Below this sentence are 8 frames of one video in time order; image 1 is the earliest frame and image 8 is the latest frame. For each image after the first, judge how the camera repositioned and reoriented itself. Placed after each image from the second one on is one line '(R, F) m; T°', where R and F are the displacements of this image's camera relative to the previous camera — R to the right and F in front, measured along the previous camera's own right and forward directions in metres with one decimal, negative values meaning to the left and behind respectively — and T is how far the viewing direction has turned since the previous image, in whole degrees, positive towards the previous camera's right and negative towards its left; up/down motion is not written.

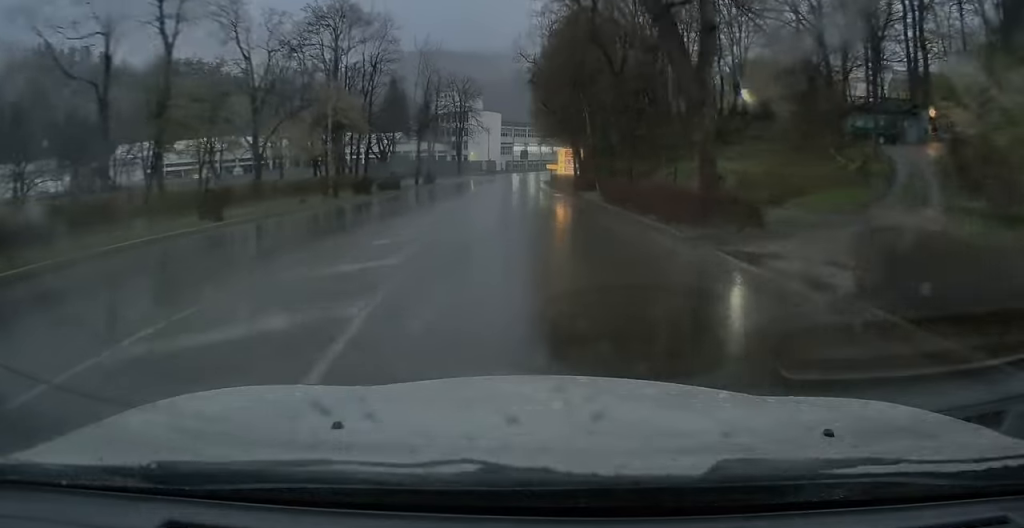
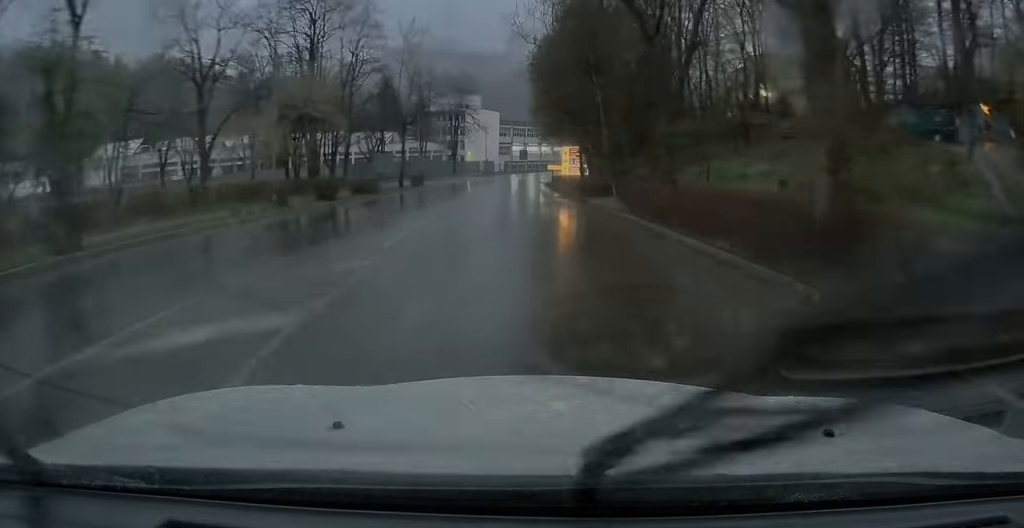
(0.0, +6.0) m; 0°
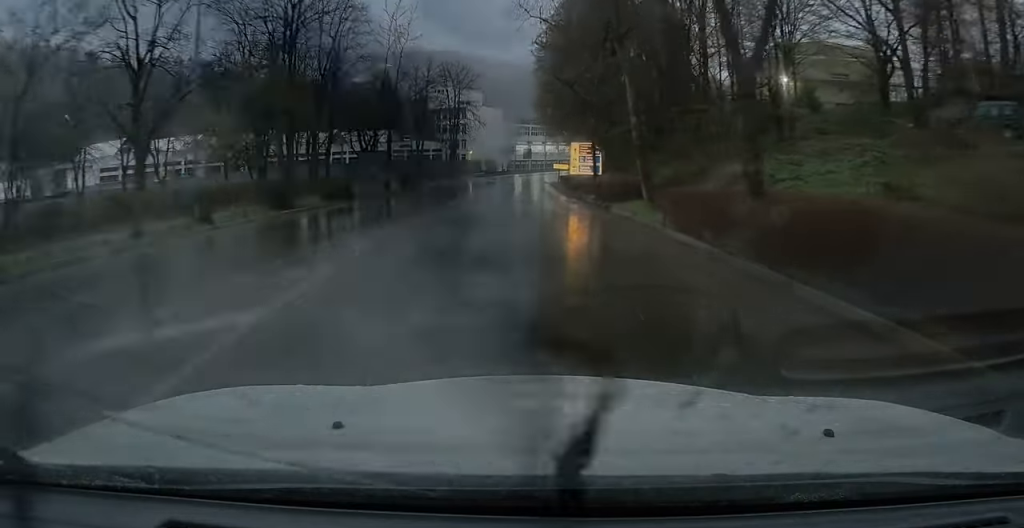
(0.0, +5.6) m; 0°
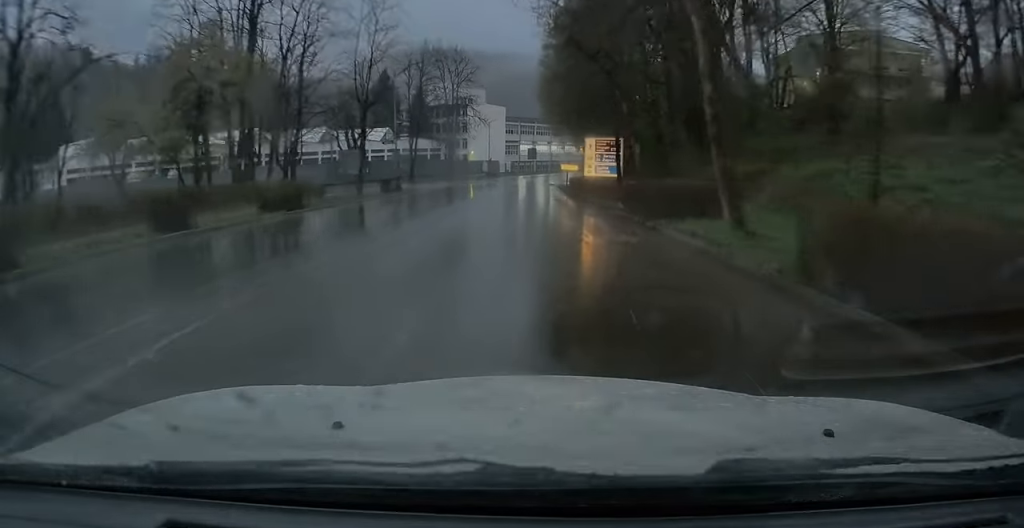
(-0.1, +7.4) m; 0°
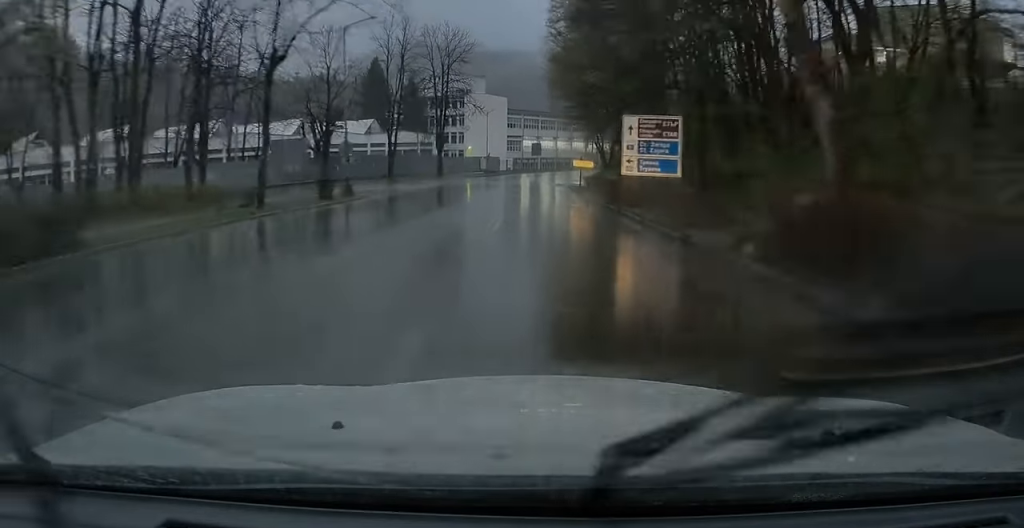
(0.0, +12.4) m; 0°
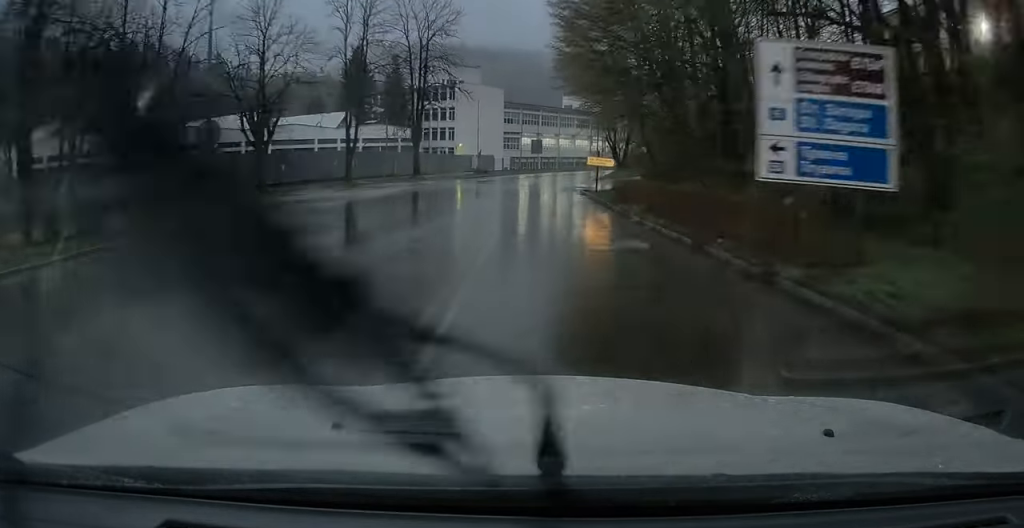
(+0.1, +13.3) m; 0°
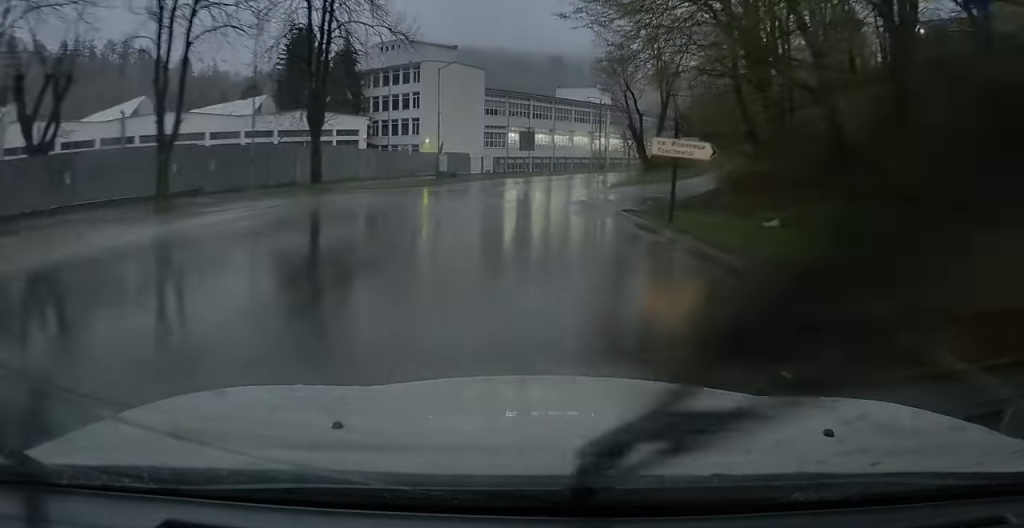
(-0.3, +22.6) m; 0°
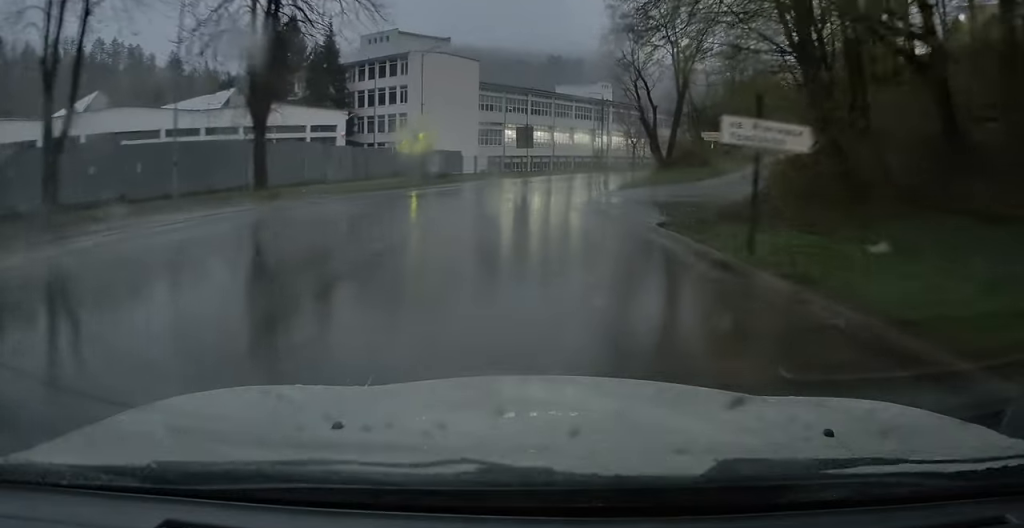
(+0.1, +6.2) m; +2°
